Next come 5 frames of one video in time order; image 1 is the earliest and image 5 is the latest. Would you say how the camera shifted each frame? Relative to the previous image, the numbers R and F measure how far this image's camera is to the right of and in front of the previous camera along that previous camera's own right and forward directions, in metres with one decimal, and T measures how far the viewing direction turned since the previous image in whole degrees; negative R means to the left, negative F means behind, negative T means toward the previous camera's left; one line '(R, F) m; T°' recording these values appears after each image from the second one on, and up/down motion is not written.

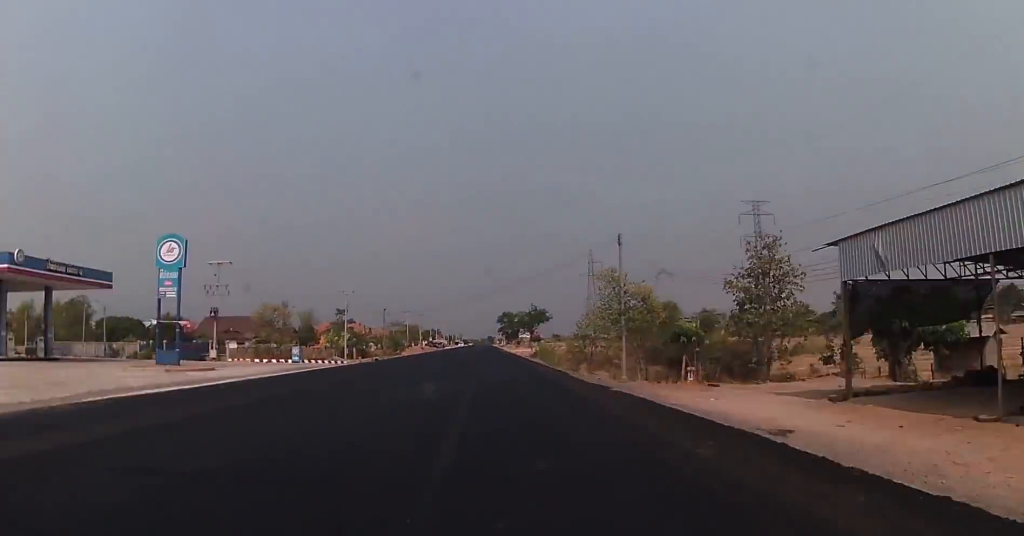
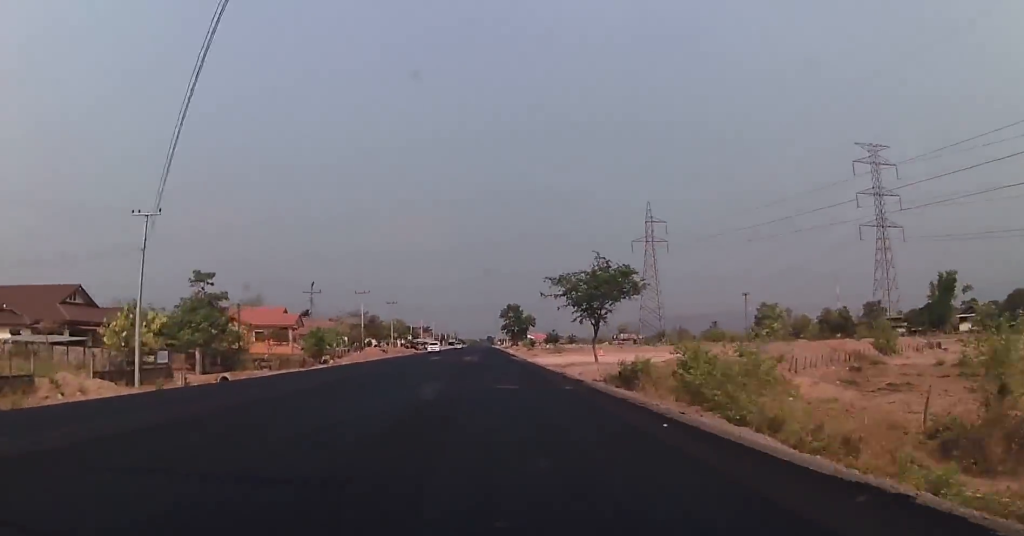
(0.0, +68.3) m; 0°
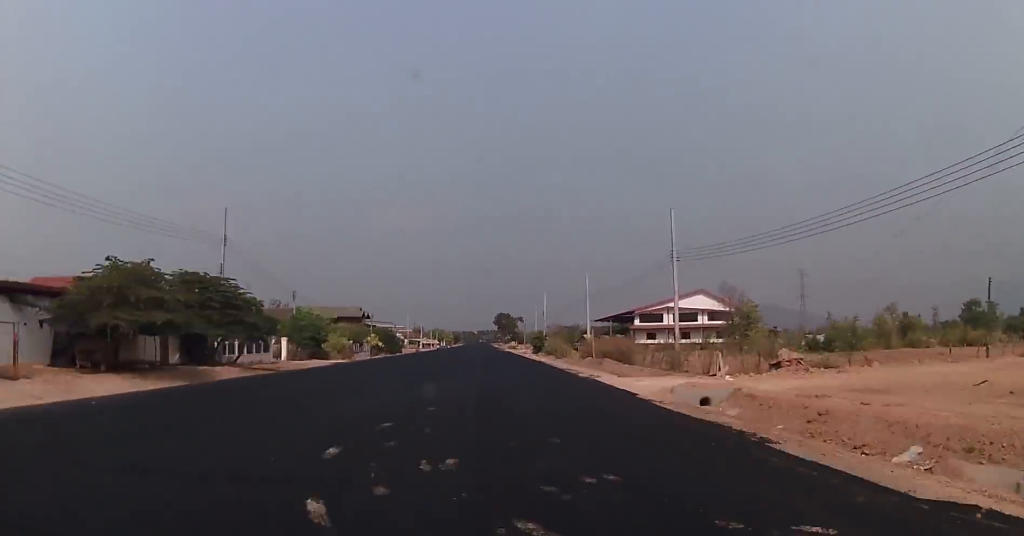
(+0.9, +436.3) m; 0°
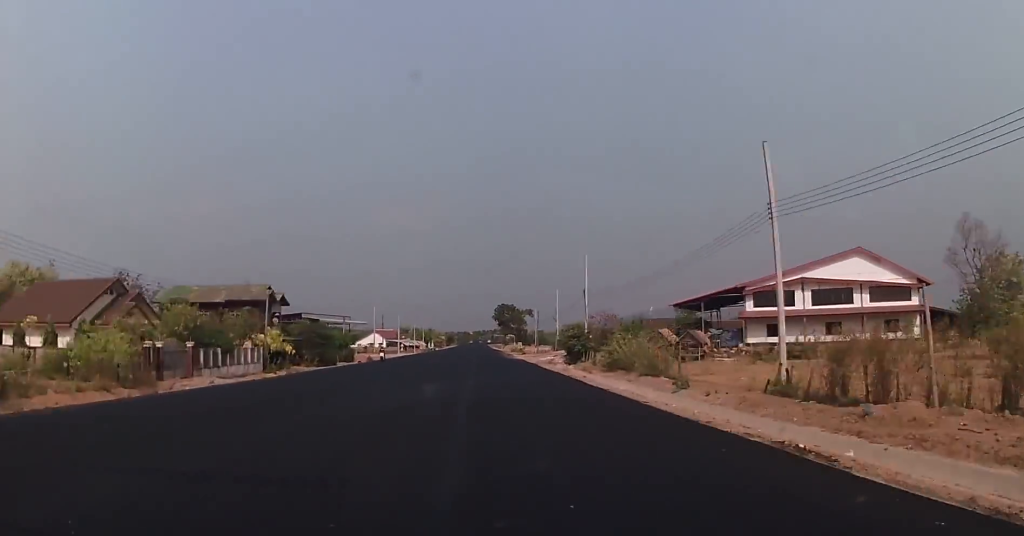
(0.0, +52.0) m; 0°
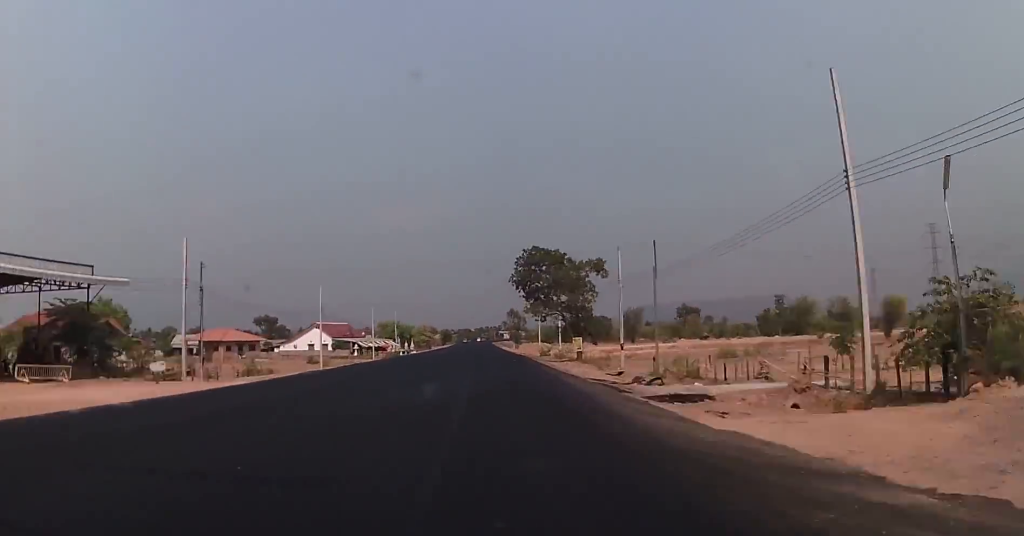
(+0.2, +86.7) m; 0°
